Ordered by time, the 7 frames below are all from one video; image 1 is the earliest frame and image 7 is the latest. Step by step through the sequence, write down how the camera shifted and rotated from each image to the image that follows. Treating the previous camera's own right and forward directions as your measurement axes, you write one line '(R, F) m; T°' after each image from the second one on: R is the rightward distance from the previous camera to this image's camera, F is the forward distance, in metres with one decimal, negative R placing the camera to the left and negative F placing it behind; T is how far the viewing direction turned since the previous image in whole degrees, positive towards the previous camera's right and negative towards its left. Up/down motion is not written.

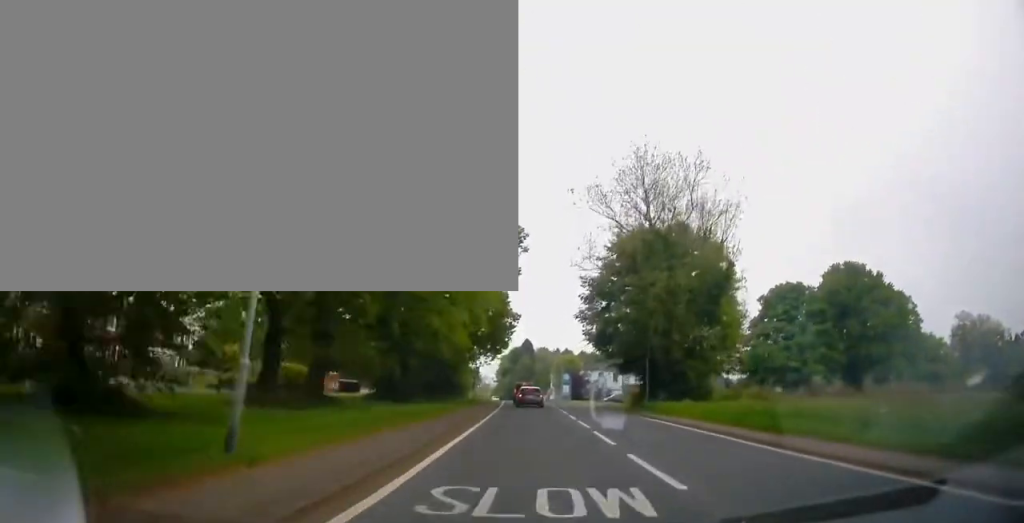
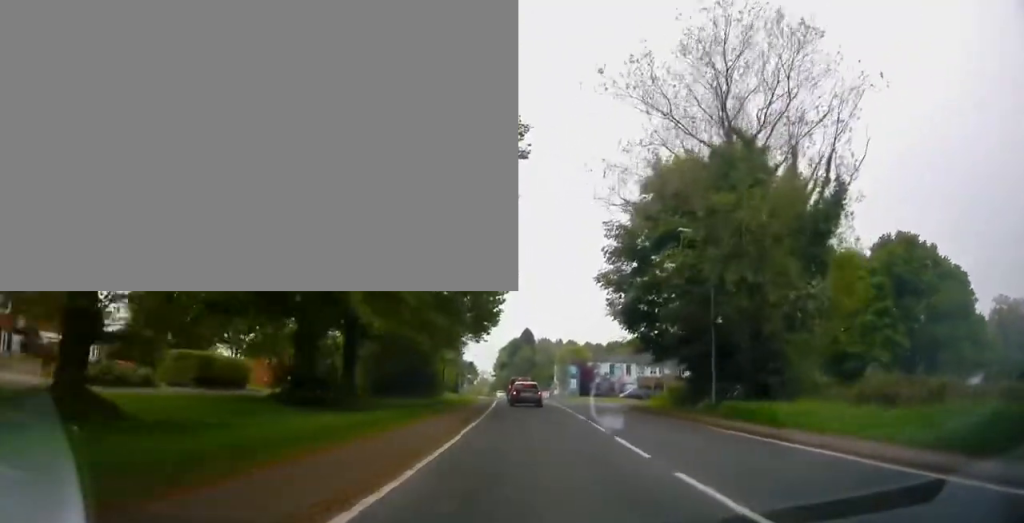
(-0.1, +14.8) m; 0°
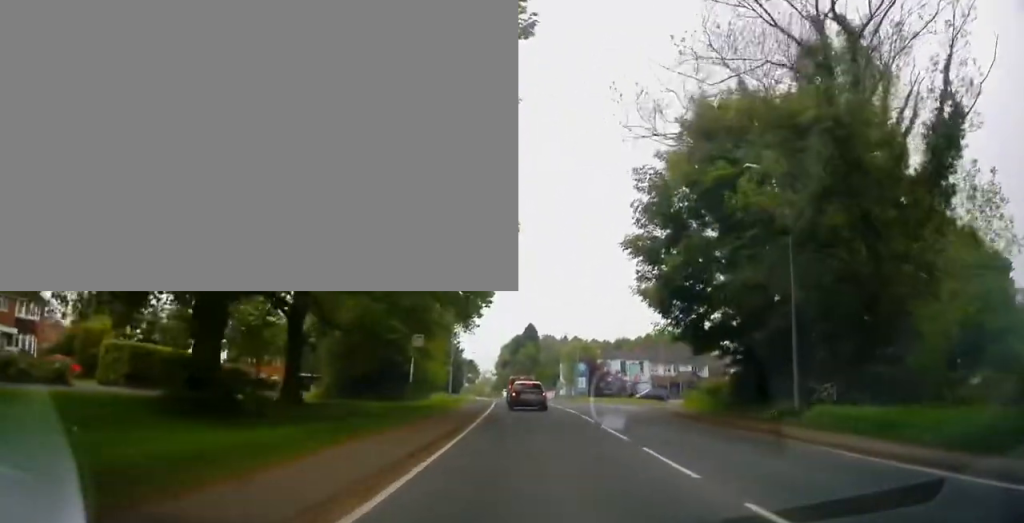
(0.0, +8.9) m; -1°
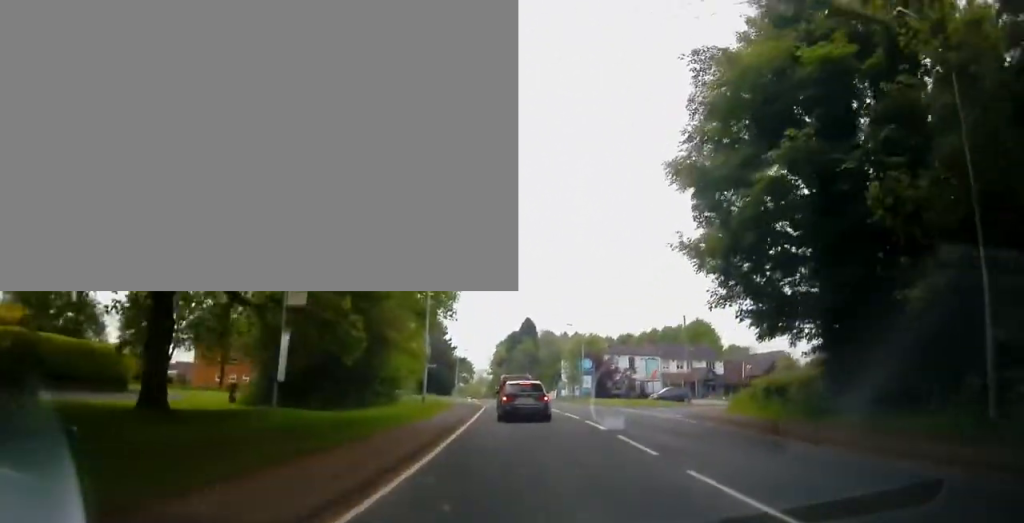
(-0.1, +9.8) m; -1°
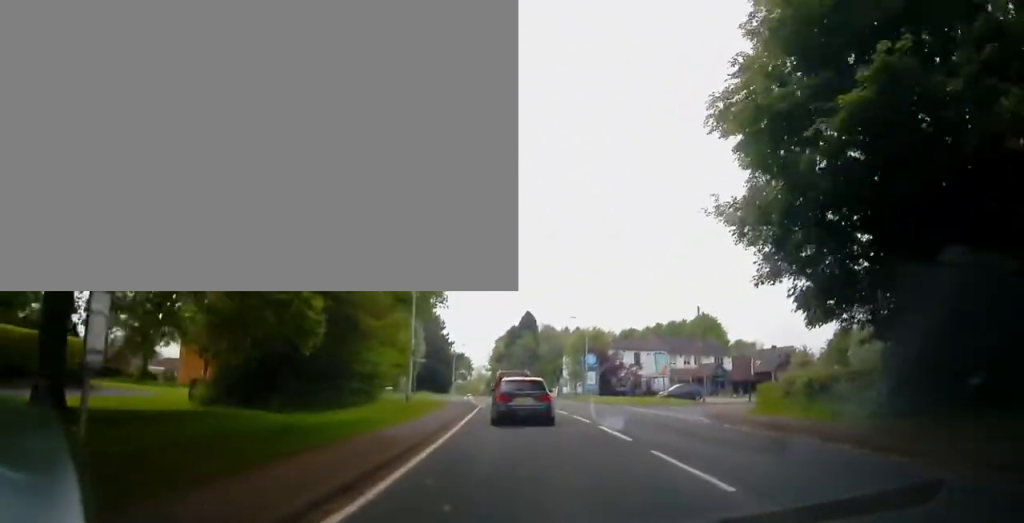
(0.0, +4.4) m; -1°
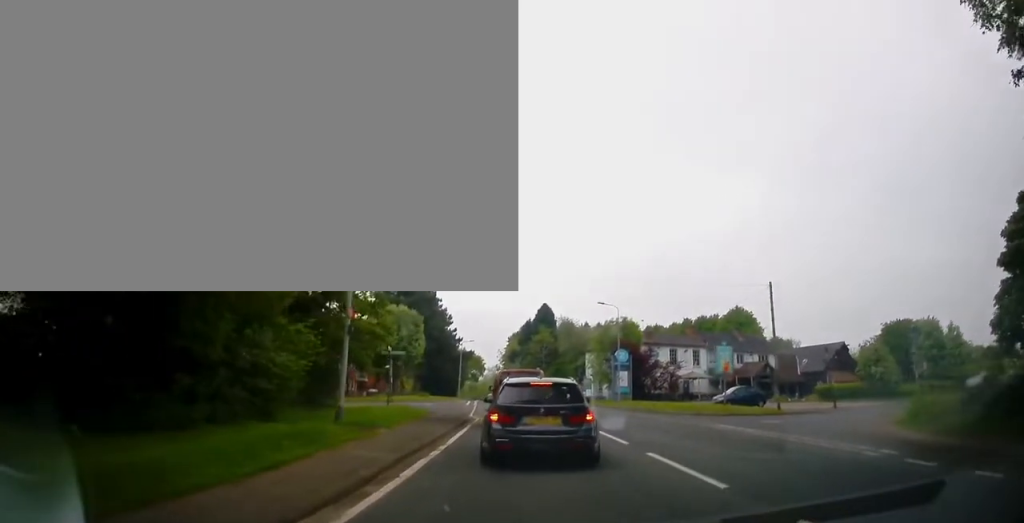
(-0.4, +11.3) m; -2°
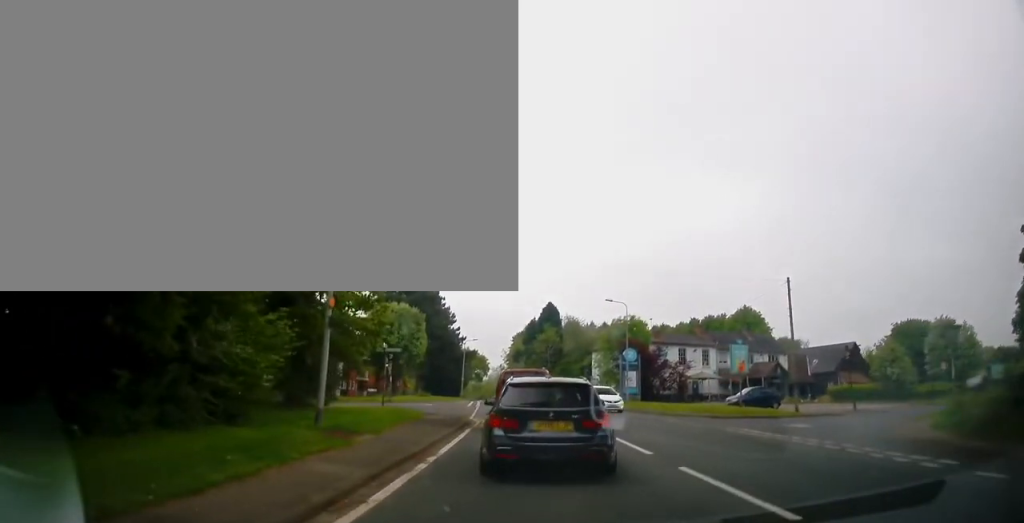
(0.0, +2.1) m; -2°
